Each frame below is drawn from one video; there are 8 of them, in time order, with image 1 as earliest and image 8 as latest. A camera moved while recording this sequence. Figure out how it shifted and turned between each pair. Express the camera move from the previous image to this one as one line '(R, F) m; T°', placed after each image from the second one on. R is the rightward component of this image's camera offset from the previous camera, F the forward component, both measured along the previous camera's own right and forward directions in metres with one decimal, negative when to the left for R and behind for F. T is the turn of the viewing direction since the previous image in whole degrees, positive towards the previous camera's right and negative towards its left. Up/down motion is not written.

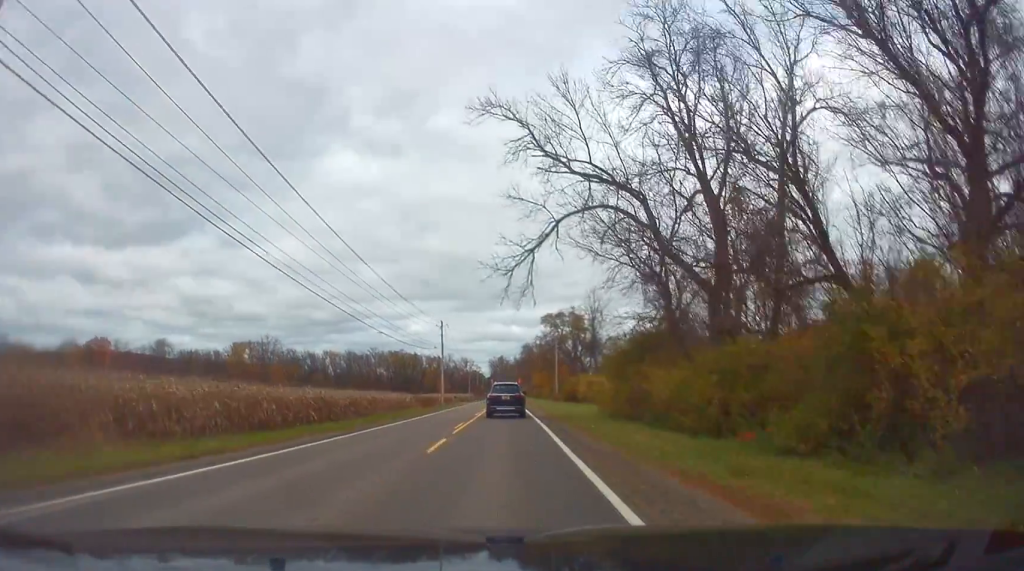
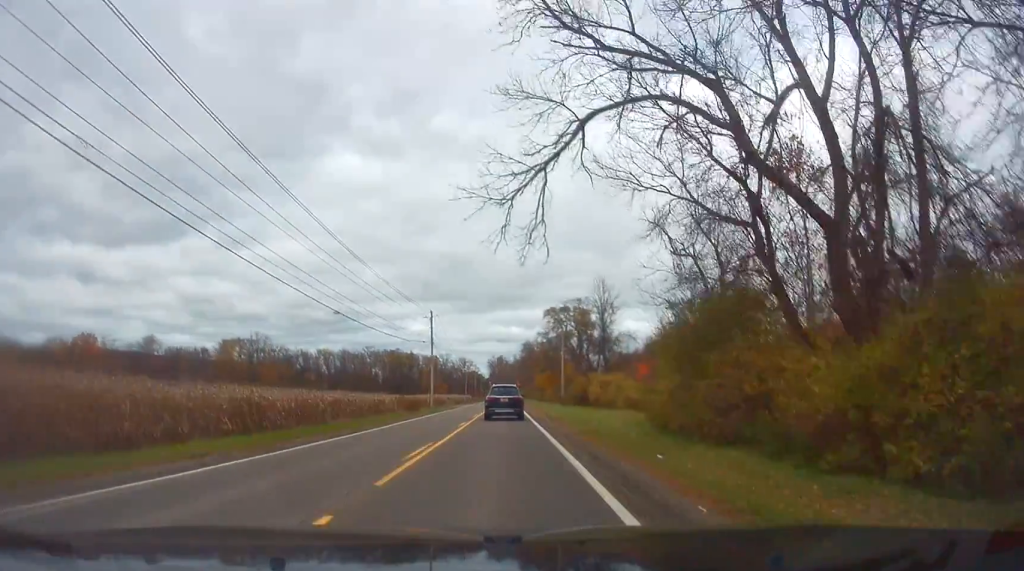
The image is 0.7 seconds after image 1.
(0.0, +10.8) m; 0°
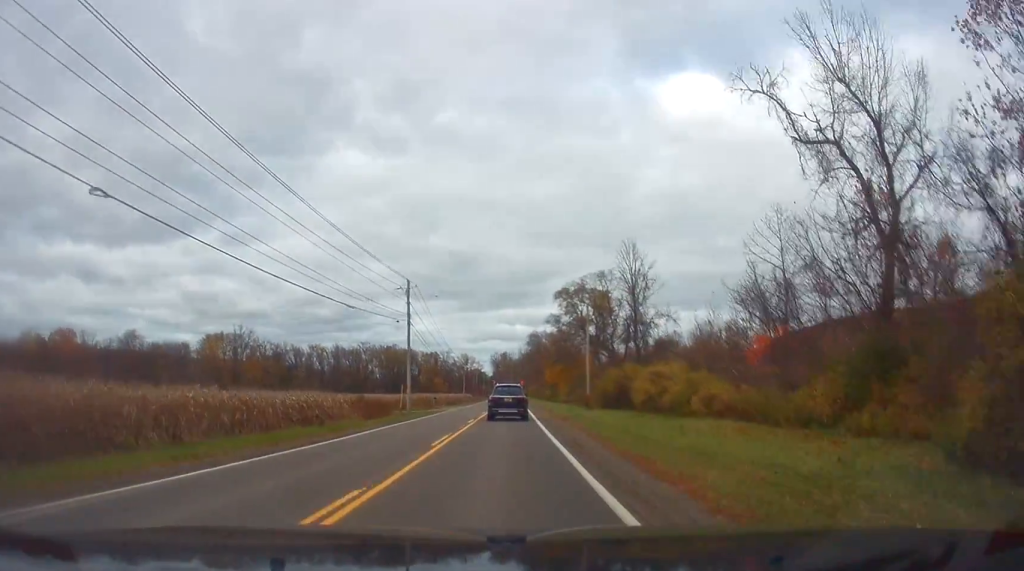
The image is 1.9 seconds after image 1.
(-0.3, +20.3) m; -1°
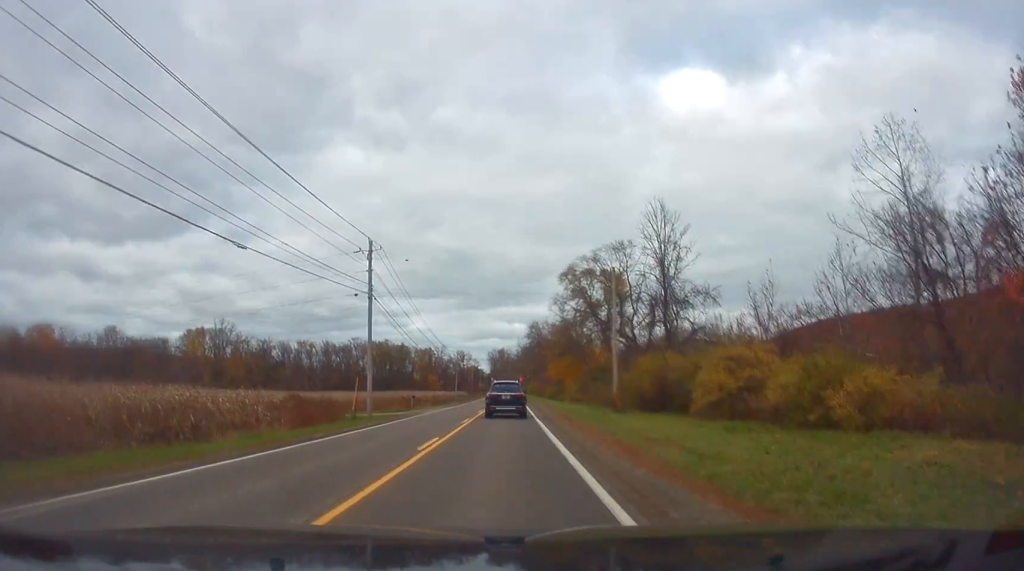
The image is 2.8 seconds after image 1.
(0.0, +15.1) m; +1°
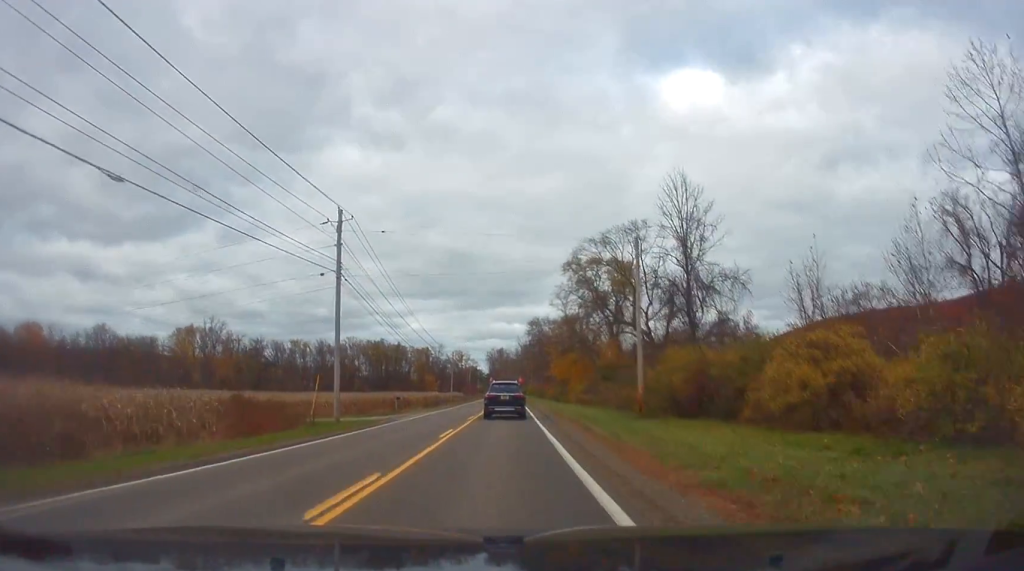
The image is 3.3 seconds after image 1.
(0.0, +7.9) m; +1°
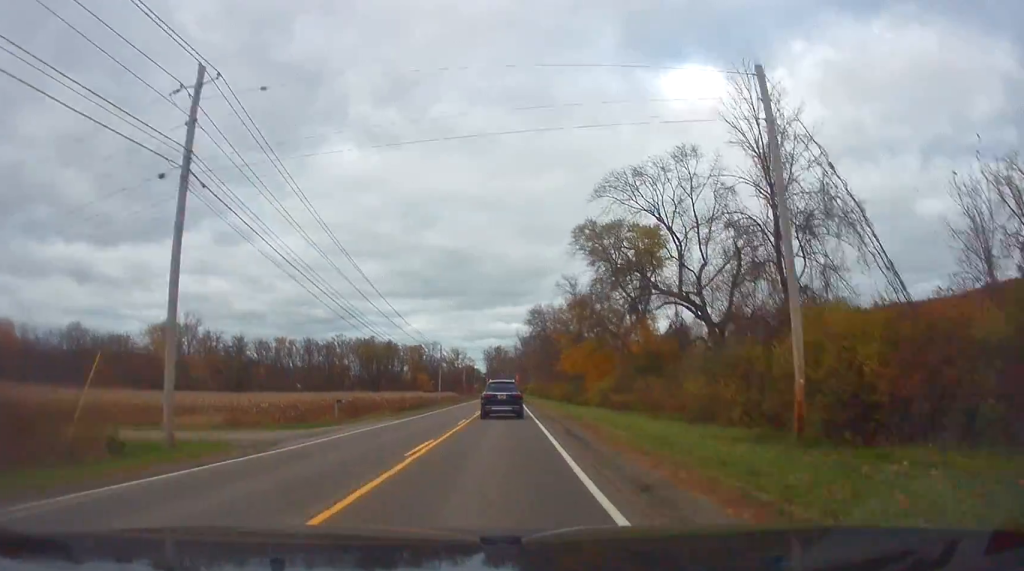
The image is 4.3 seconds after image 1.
(+0.5, +18.1) m; 0°
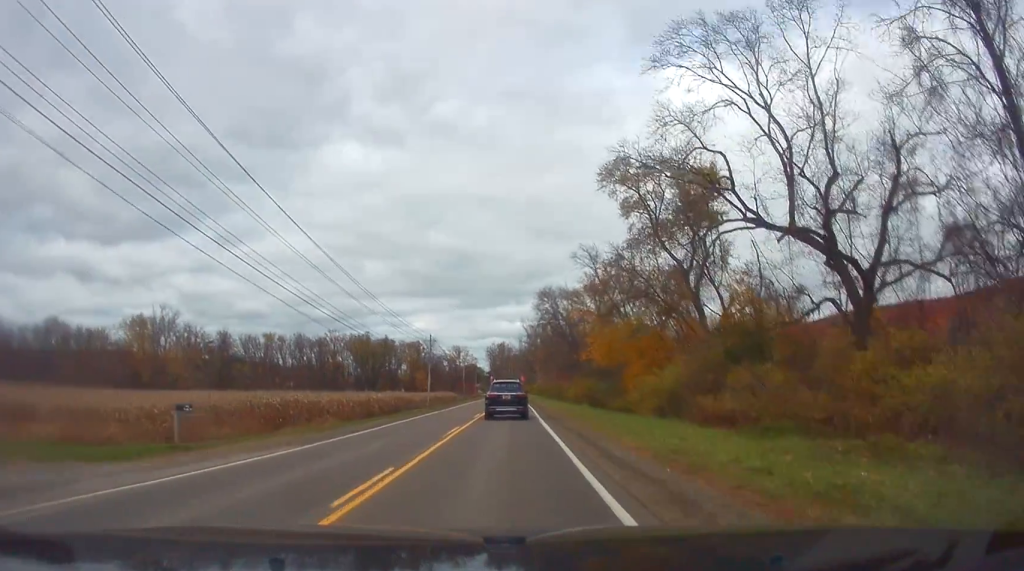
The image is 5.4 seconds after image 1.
(-0.5, +18.4) m; -1°
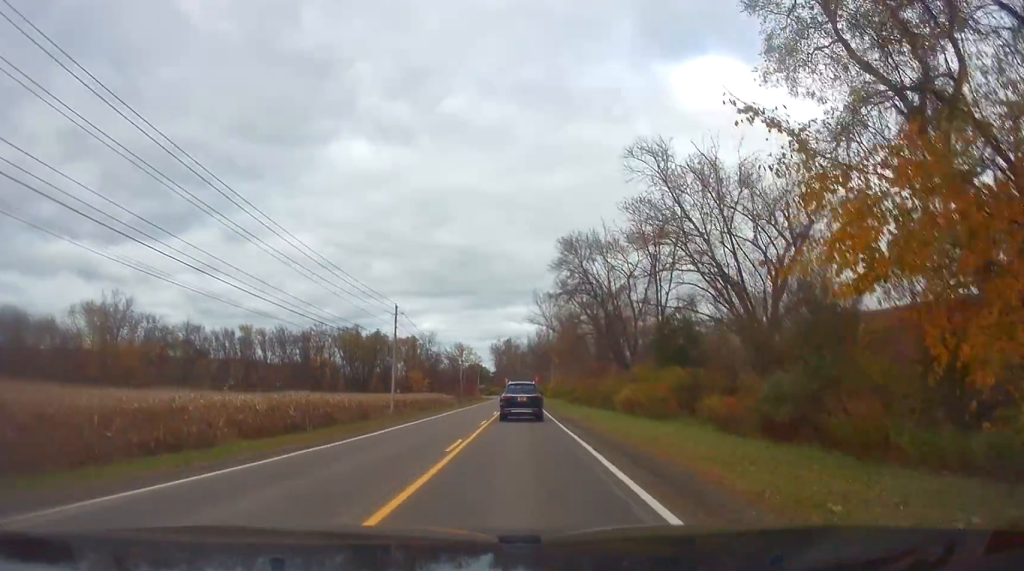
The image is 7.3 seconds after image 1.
(-0.1, +30.5) m; 0°
